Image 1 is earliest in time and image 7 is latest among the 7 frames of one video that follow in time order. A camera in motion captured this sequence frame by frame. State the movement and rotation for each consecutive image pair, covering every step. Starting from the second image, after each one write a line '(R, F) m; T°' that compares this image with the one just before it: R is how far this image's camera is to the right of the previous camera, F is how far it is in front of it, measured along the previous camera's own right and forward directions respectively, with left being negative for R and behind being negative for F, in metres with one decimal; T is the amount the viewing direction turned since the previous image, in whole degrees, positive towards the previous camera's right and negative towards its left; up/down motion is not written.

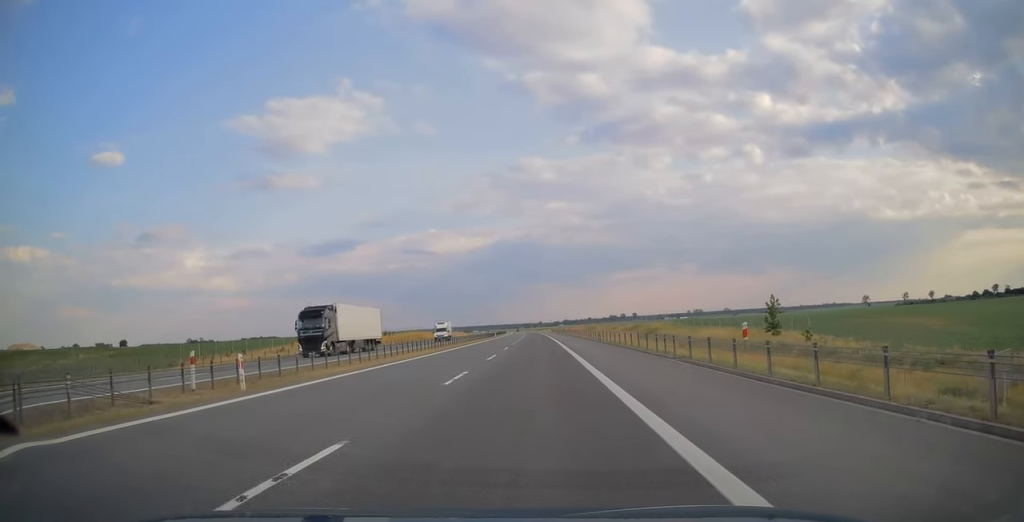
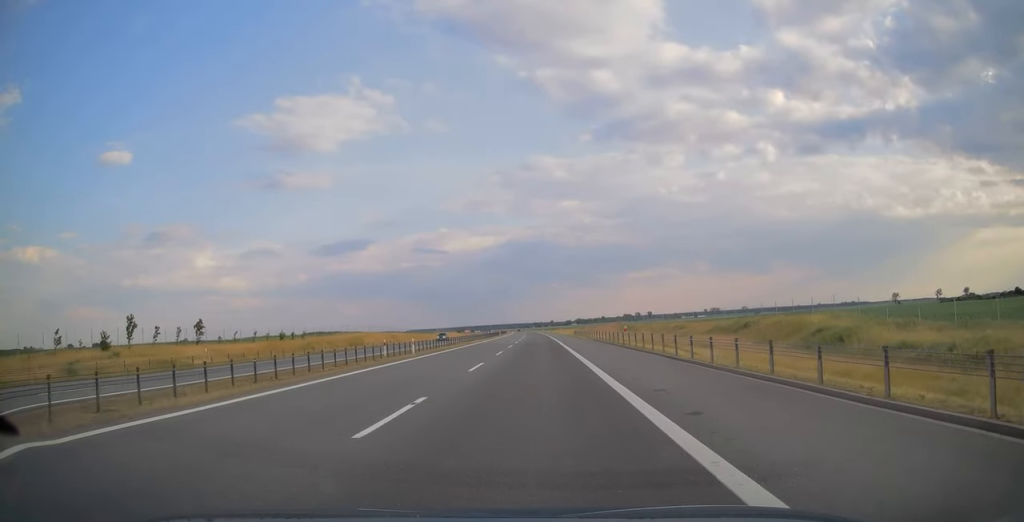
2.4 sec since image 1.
(-0.5, +79.1) m; -1°
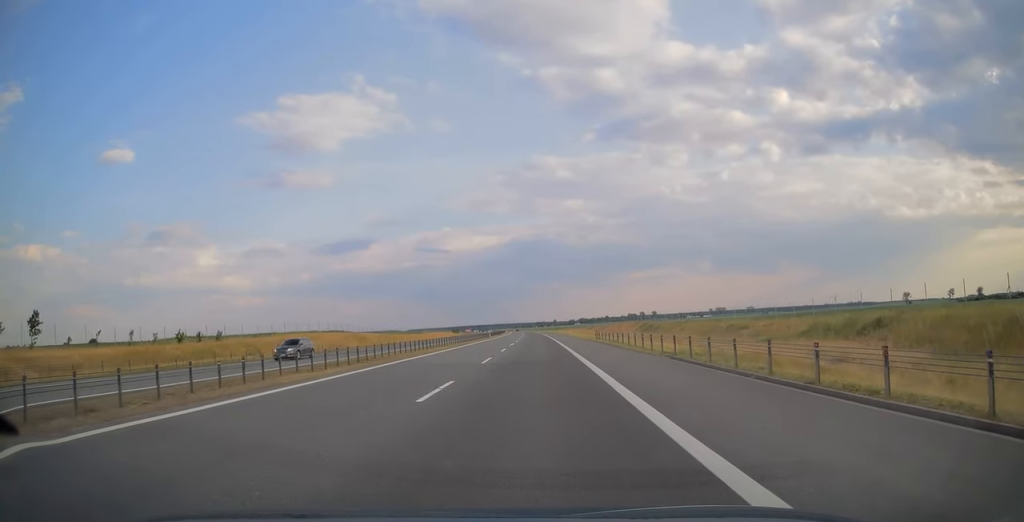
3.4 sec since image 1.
(-0.1, +32.2) m; 0°
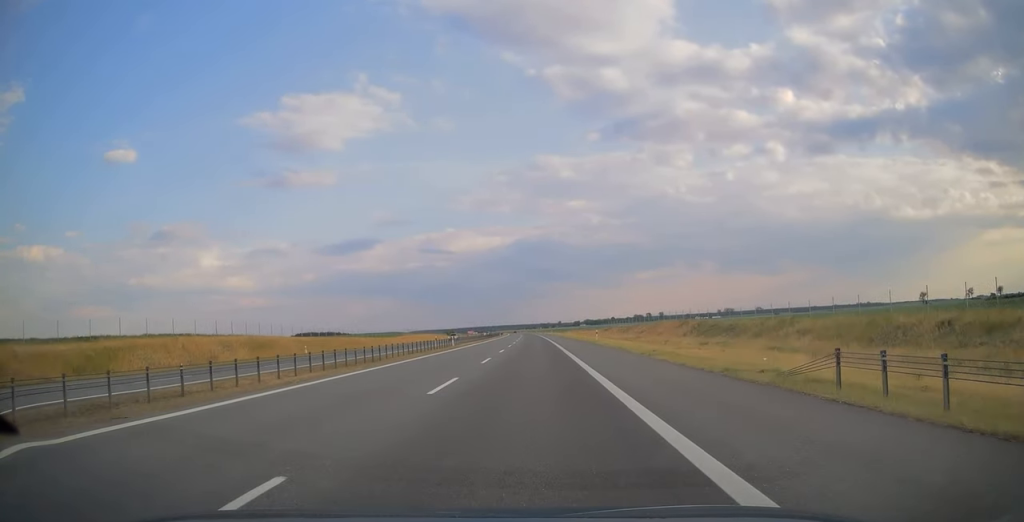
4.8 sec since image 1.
(-0.2, +46.3) m; 0°
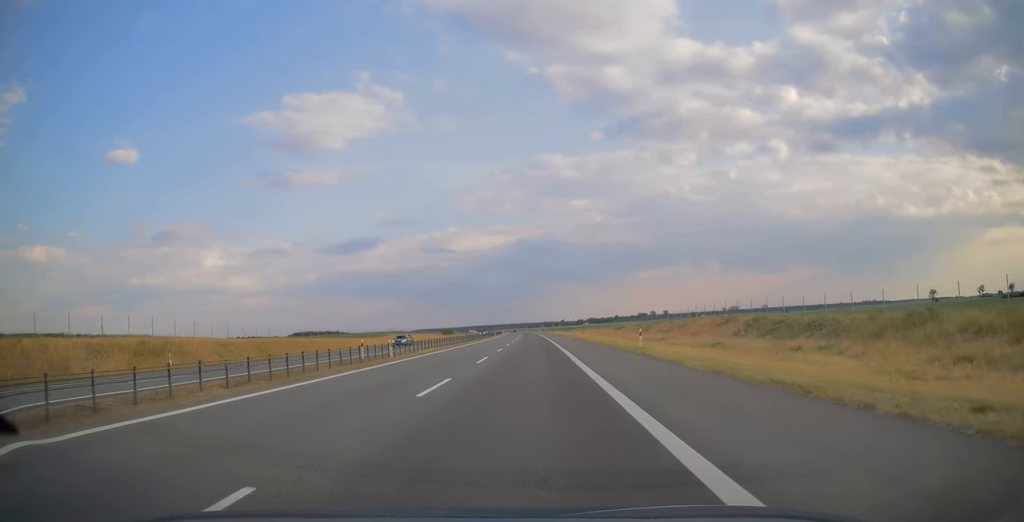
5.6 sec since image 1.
(0.0, +24.5) m; 0°
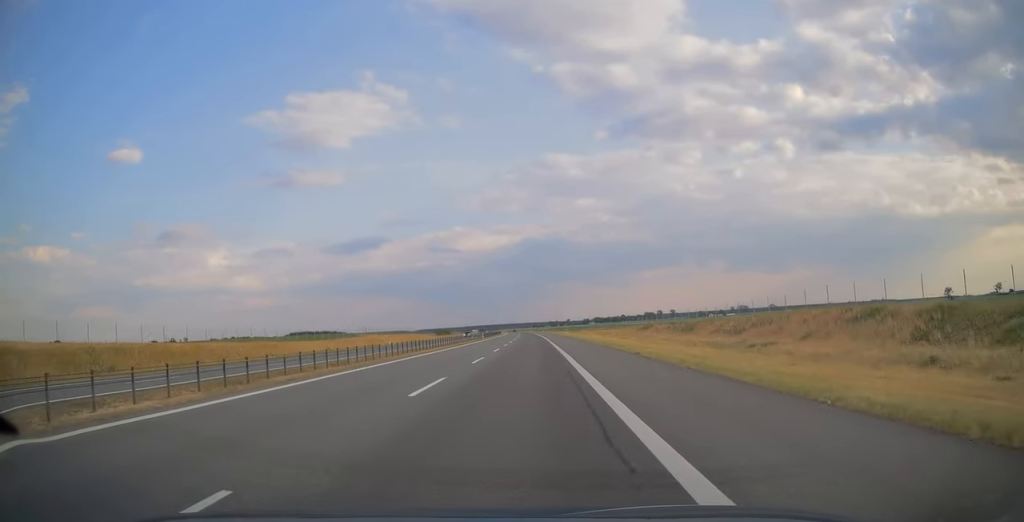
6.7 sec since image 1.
(-0.1, +36.0) m; 0°
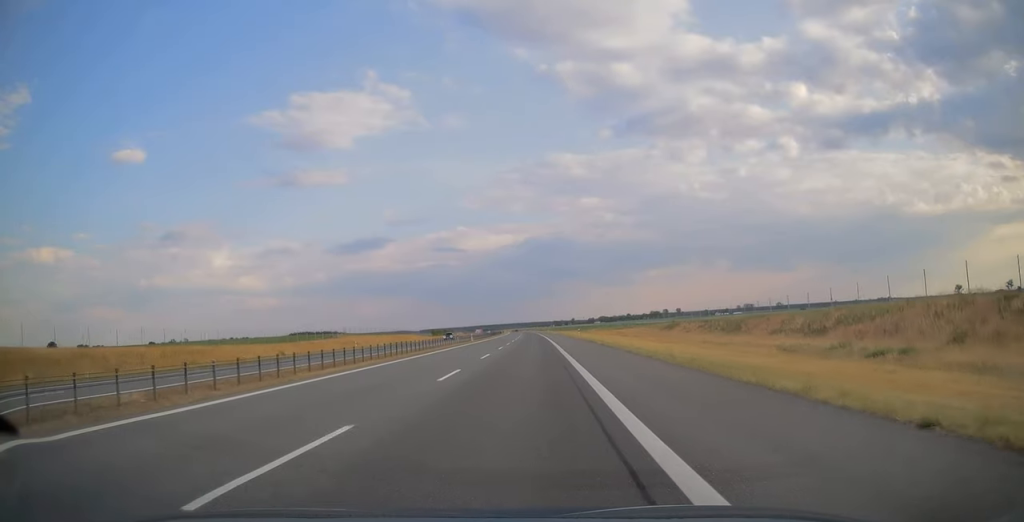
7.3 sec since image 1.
(-0.1, +20.2) m; 0°
